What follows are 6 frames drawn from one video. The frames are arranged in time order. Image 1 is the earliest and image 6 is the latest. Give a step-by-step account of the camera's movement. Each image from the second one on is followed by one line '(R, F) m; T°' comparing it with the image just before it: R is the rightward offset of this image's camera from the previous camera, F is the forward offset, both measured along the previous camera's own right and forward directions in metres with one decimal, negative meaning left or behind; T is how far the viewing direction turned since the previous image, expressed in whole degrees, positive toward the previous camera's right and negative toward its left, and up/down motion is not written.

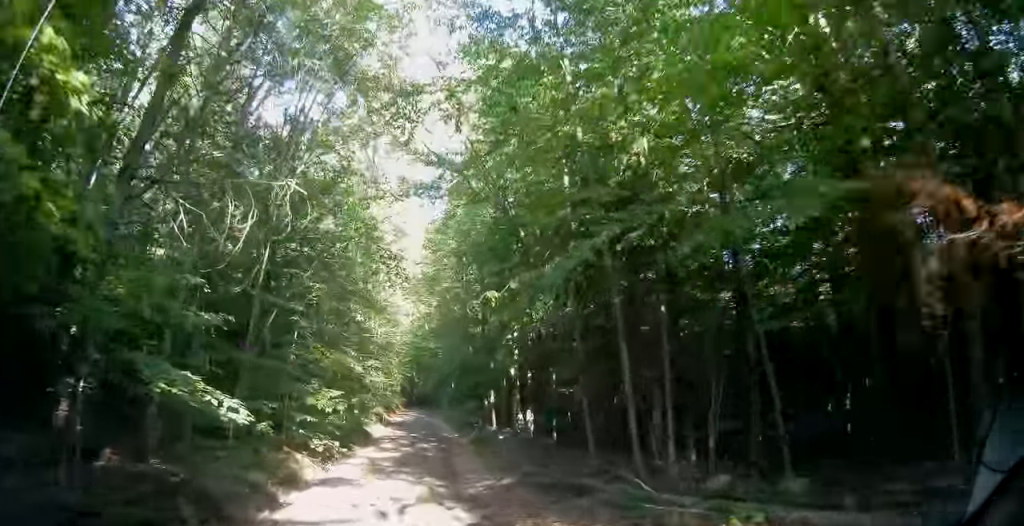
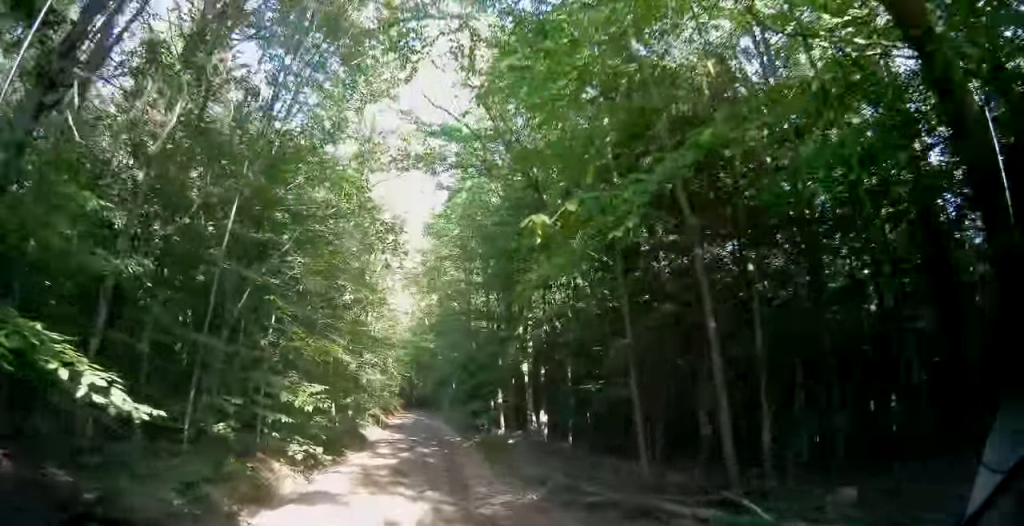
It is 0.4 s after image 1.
(0.0, +3.4) m; 0°
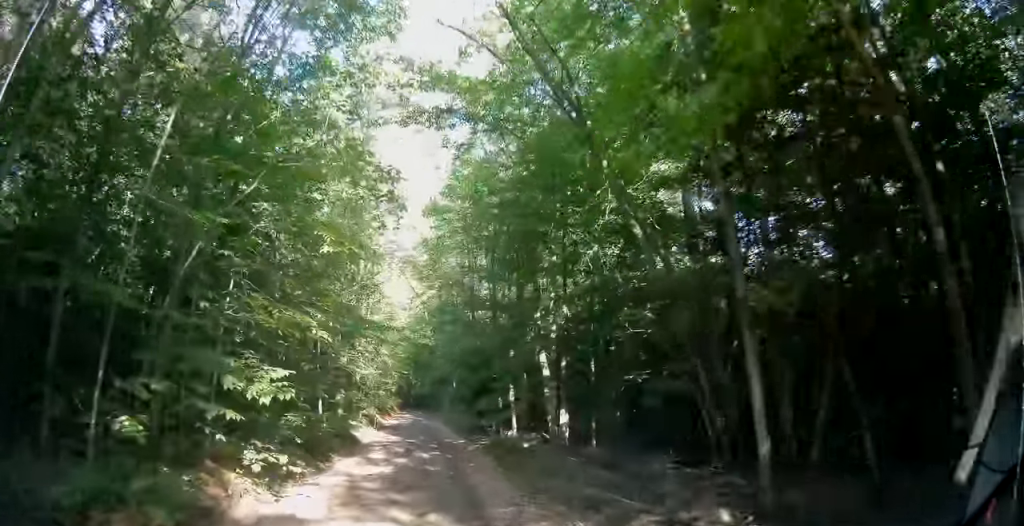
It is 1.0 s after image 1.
(0.0, +4.2) m; 0°
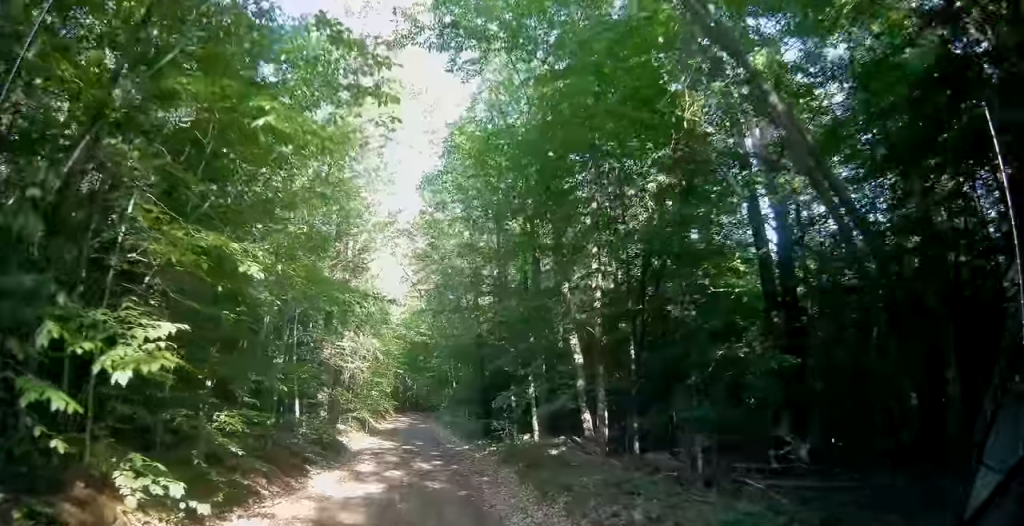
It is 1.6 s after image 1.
(0.0, +5.3) m; -1°
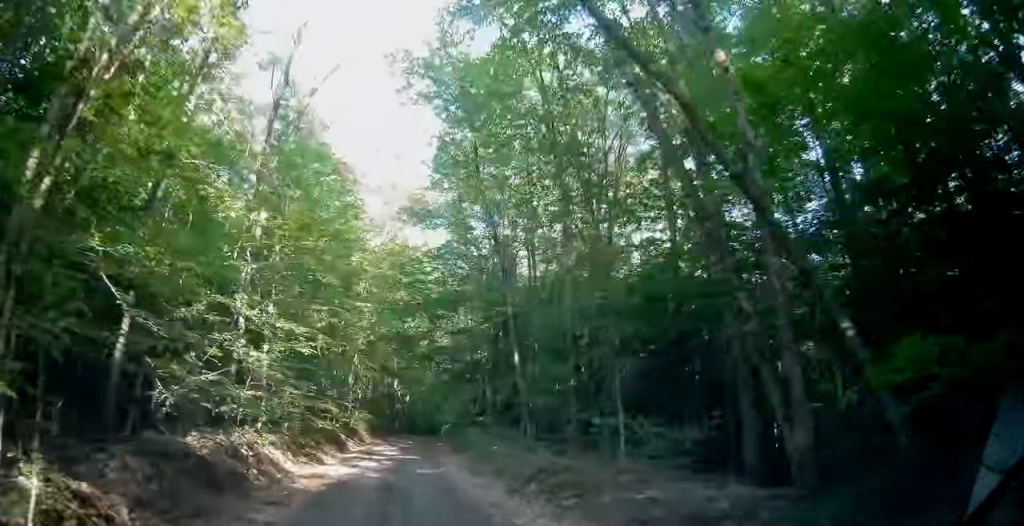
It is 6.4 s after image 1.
(-0.9, +37.2) m; -1°
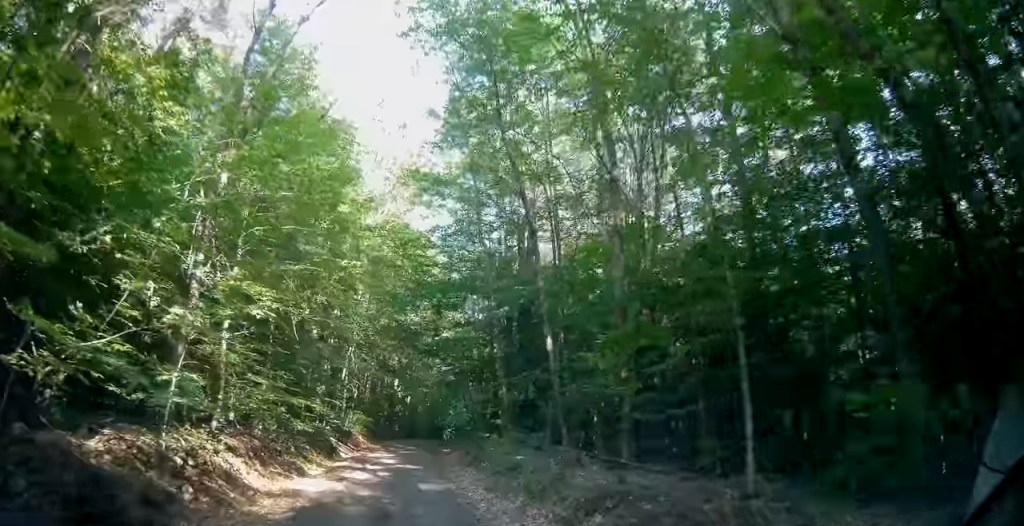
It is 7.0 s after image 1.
(-0.2, +4.6) m; 0°
